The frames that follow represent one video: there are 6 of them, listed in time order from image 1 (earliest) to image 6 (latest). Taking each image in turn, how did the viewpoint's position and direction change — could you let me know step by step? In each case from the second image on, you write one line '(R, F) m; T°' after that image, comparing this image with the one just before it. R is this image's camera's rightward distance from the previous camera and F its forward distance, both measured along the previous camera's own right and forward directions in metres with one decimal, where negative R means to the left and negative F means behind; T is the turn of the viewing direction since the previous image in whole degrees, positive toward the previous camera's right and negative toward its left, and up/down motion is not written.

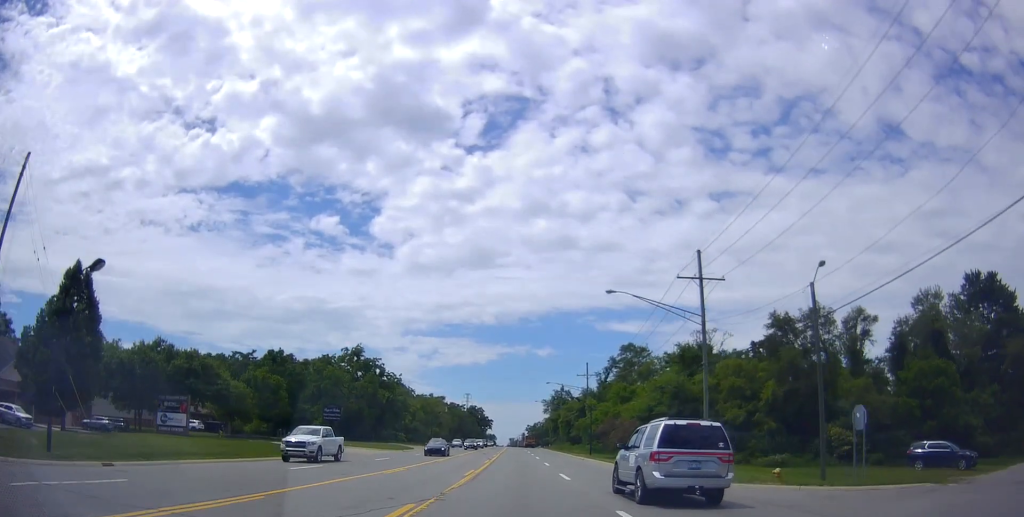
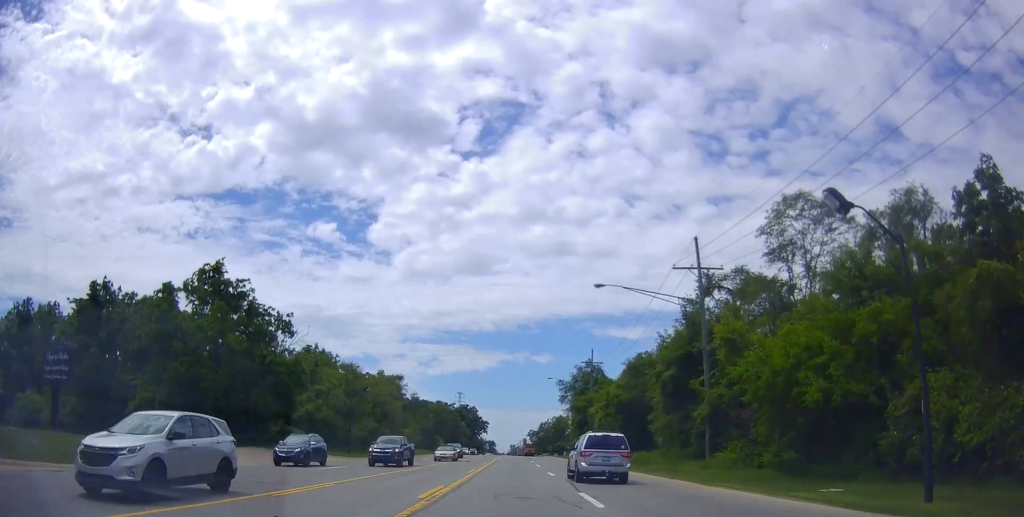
(-0.2, +55.4) m; -2°
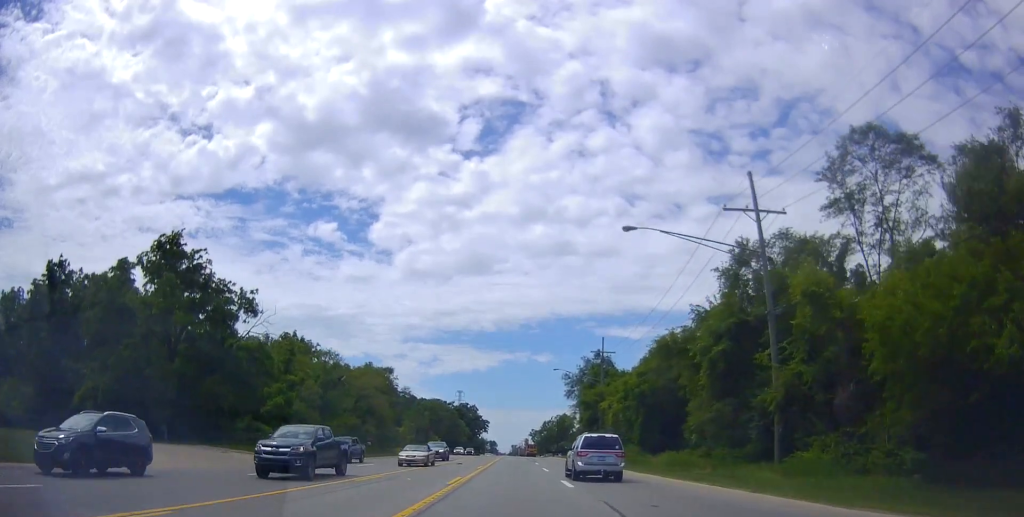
(+0.1, +8.7) m; +1°
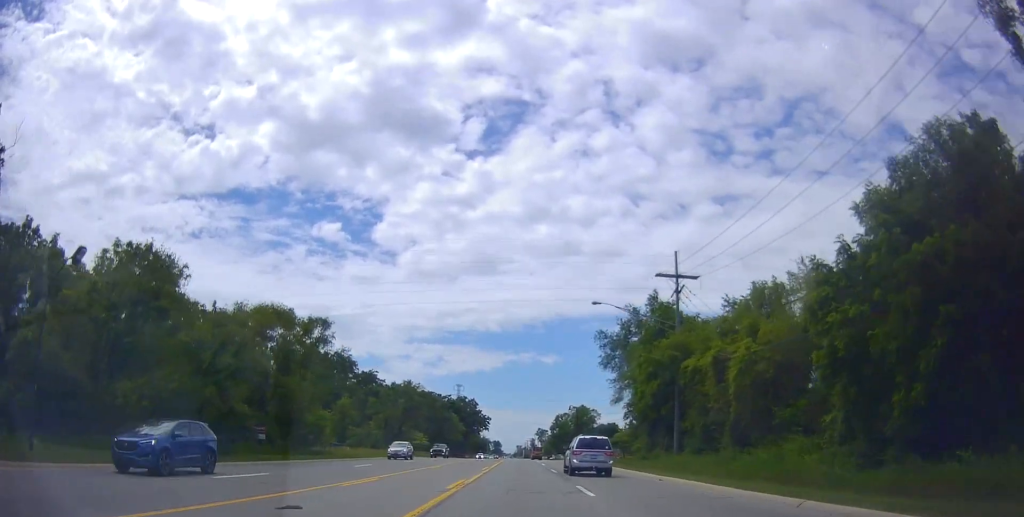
(+1.2, +32.4) m; +1°
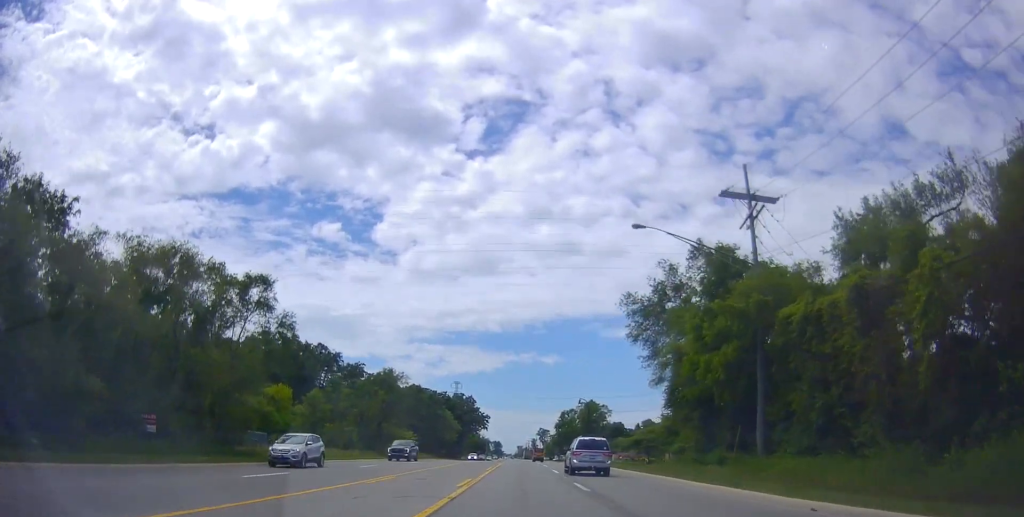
(-0.3, +13.8) m; -1°
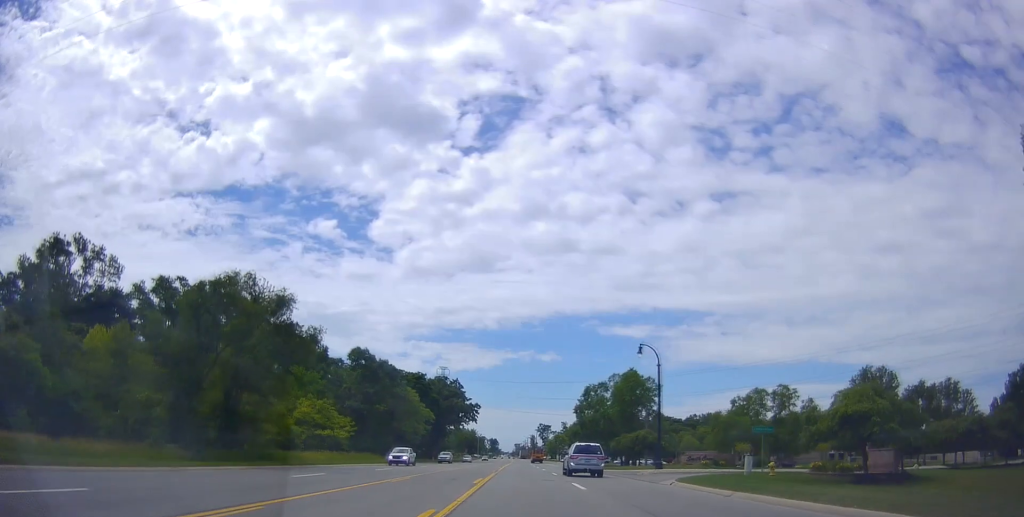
(-0.2, +40.7) m; 0°
